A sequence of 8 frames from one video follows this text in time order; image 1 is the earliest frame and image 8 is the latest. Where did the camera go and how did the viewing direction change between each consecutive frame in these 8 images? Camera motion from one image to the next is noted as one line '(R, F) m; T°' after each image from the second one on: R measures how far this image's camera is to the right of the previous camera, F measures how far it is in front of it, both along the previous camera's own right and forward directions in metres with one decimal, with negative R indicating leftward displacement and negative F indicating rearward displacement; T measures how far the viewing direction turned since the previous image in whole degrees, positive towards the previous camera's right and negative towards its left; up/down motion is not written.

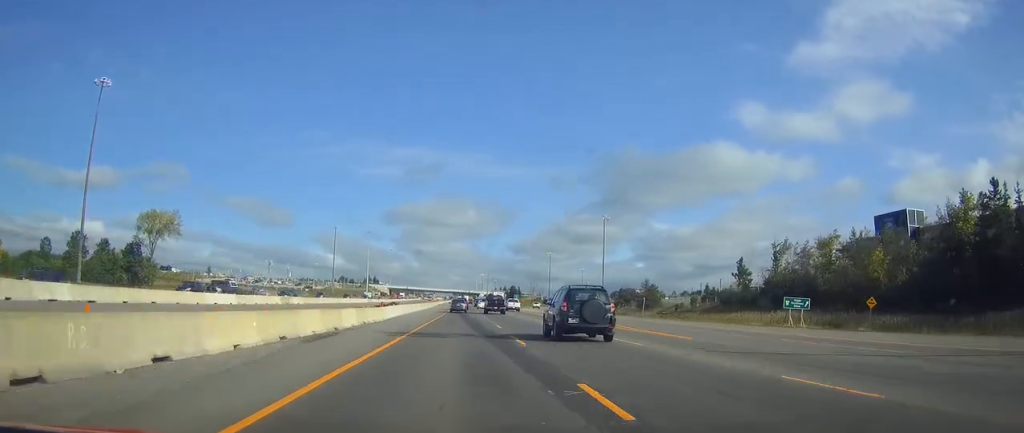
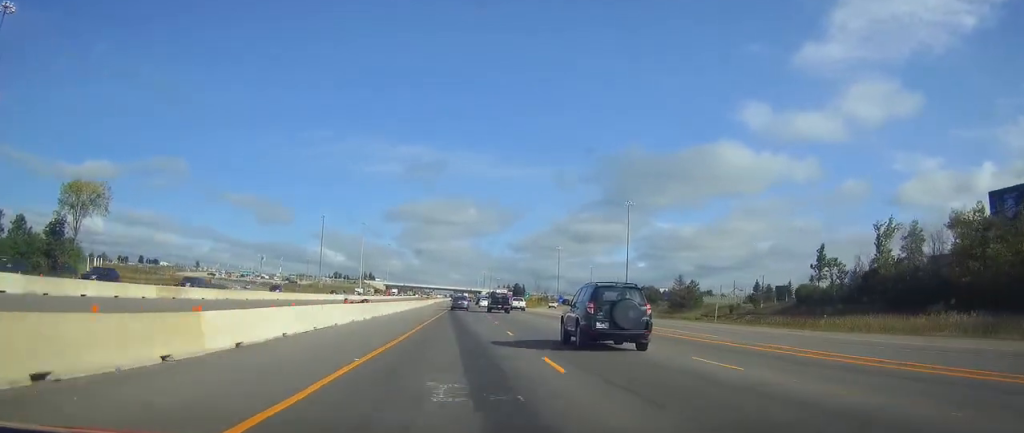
(-0.1, +31.5) m; 0°
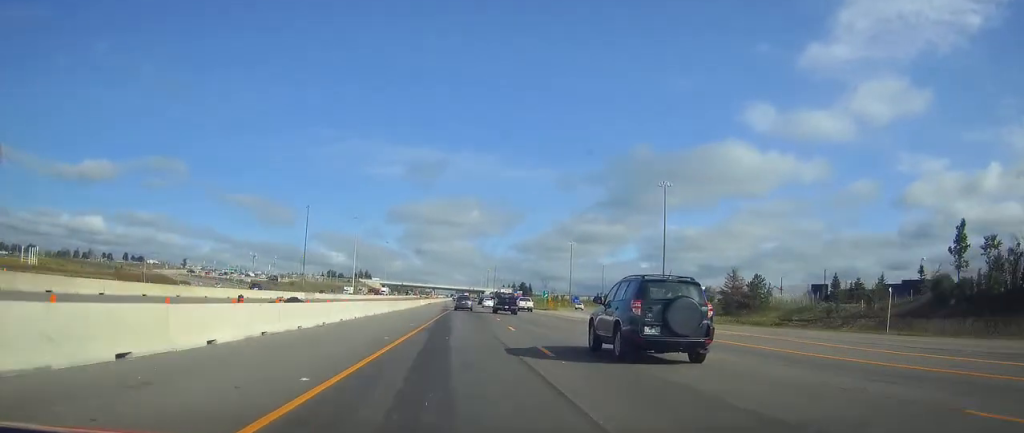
(0.0, +33.6) m; 0°
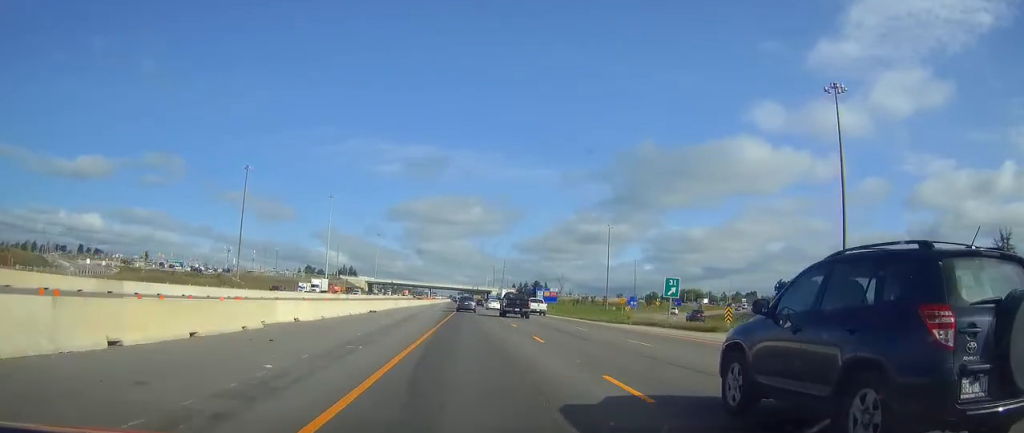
(-0.2, +79.0) m; 0°
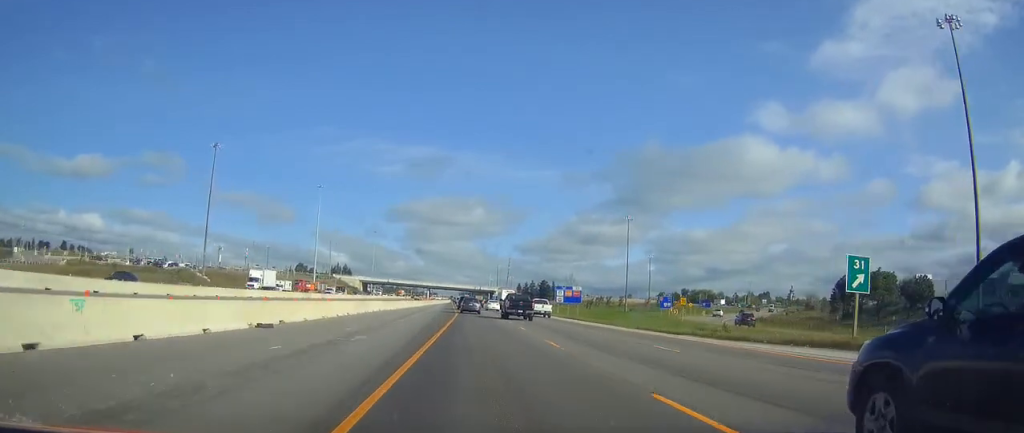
(+0.1, +26.4) m; 0°
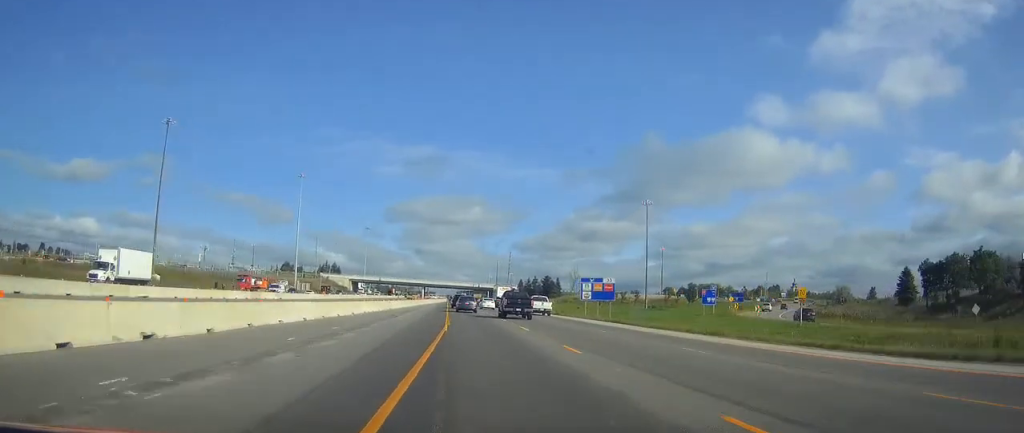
(-0.1, +26.4) m; 0°
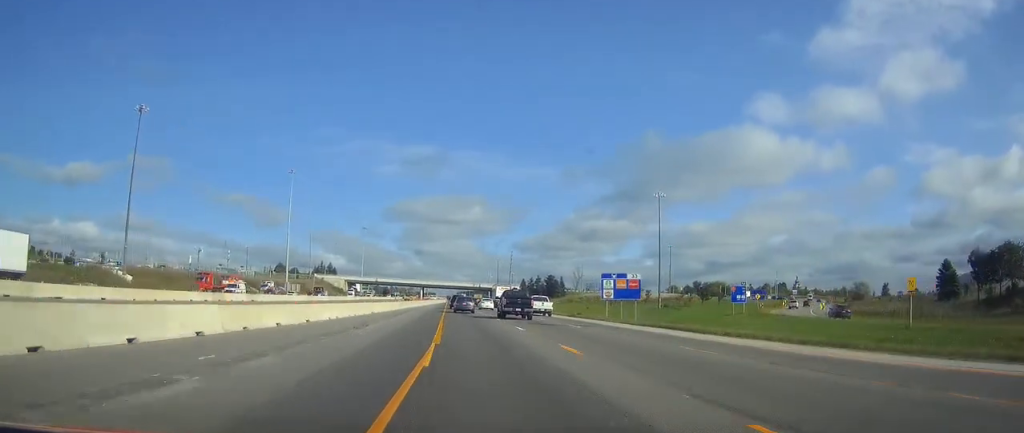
(0.0, +12.7) m; 0°
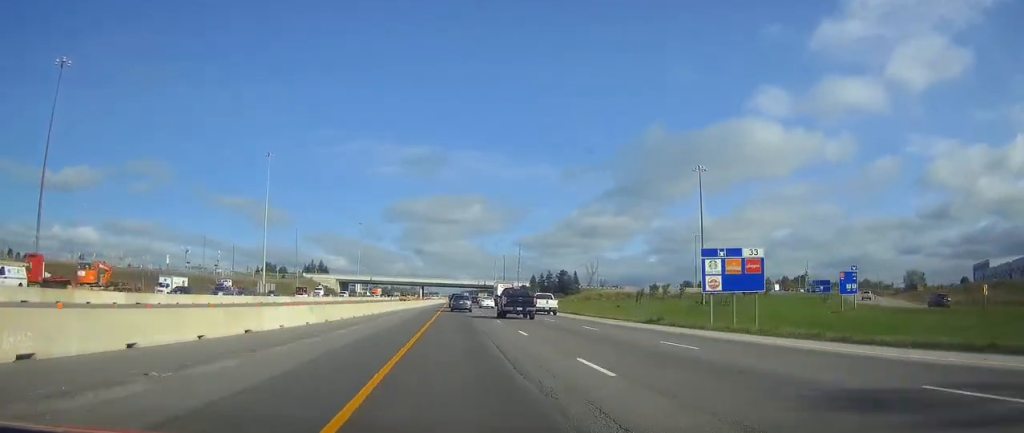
(+0.1, +30.7) m; 0°
